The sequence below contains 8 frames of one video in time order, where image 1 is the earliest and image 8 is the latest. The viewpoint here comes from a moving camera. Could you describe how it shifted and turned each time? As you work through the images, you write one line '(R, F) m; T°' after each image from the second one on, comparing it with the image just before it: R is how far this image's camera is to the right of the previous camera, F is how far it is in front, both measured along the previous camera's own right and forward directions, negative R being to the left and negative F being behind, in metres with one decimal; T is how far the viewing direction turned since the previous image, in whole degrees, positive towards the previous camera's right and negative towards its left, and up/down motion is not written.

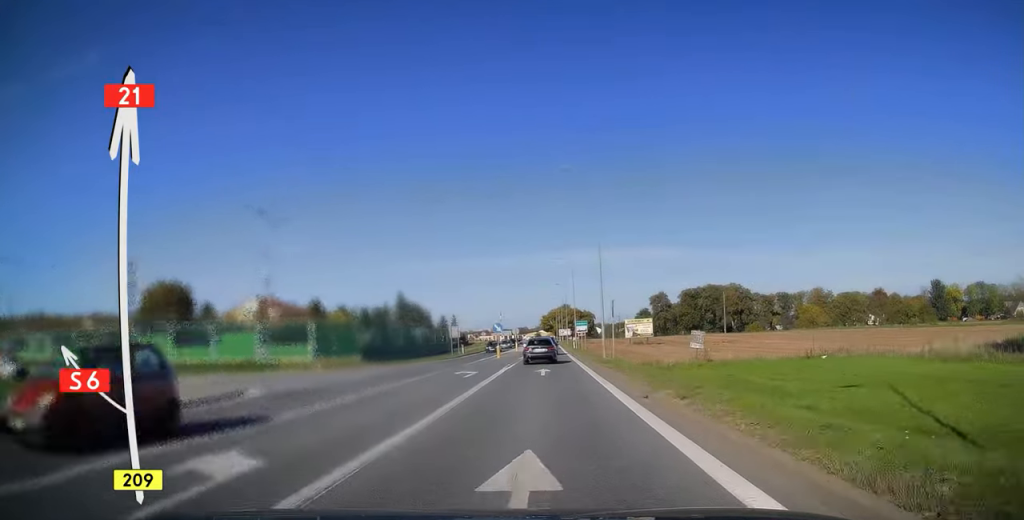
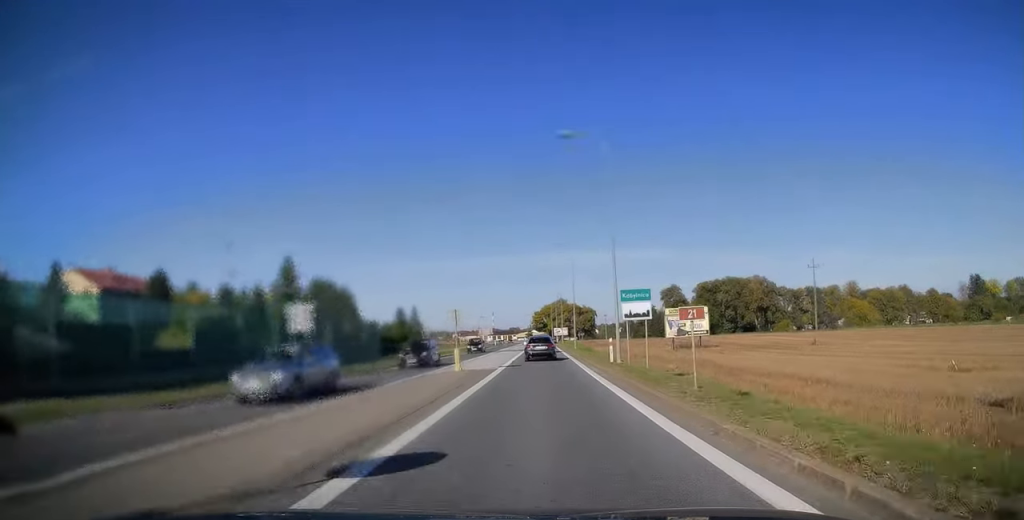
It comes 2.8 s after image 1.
(-0.1, +45.9) m; 0°
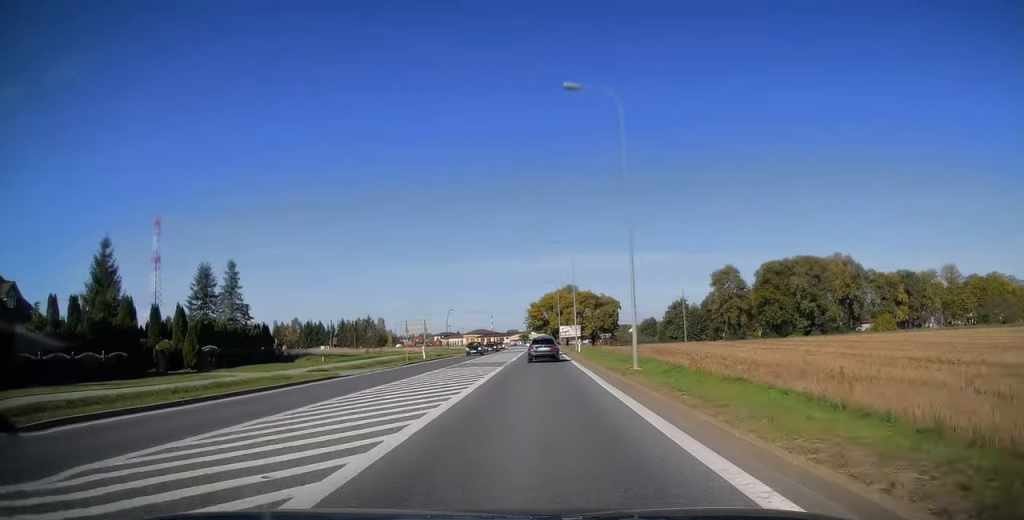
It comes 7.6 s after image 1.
(+0.2, +75.7) m; 0°
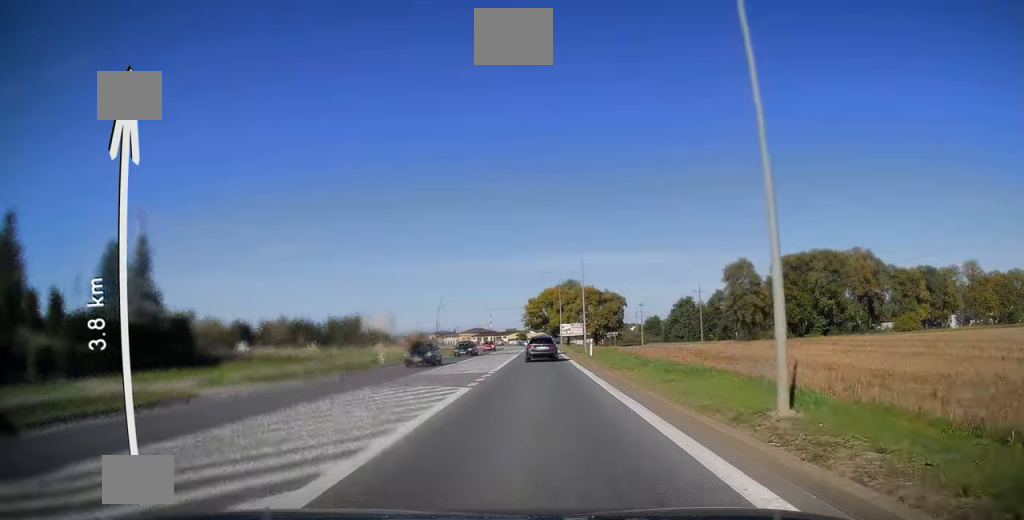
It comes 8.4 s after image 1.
(0.0, +12.8) m; 0°
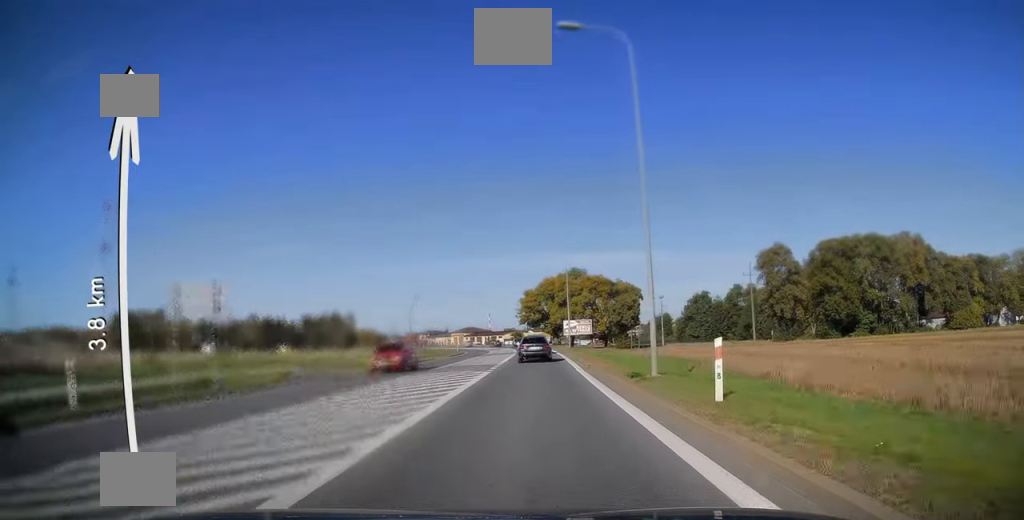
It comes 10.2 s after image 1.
(+0.1, +26.4) m; 0°
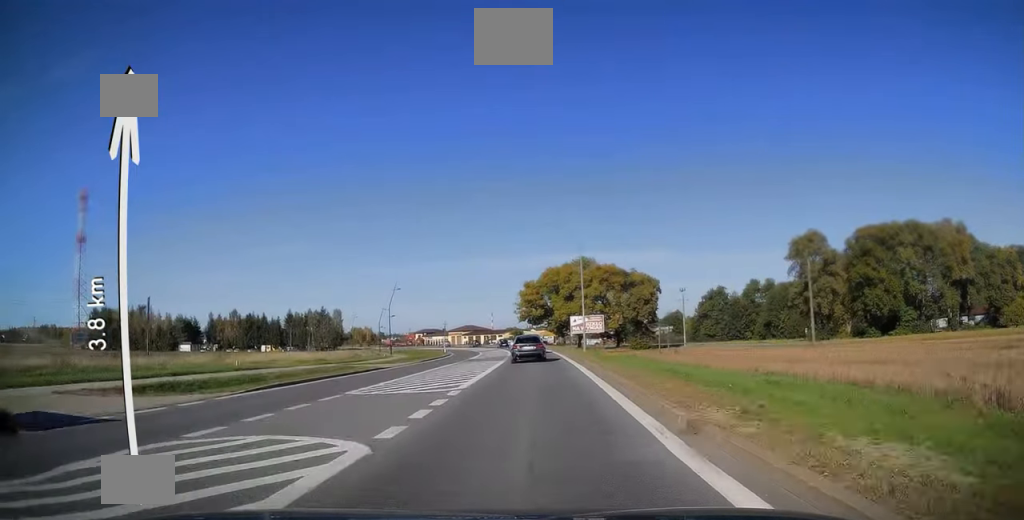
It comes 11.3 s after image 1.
(0.0, +17.0) m; 0°
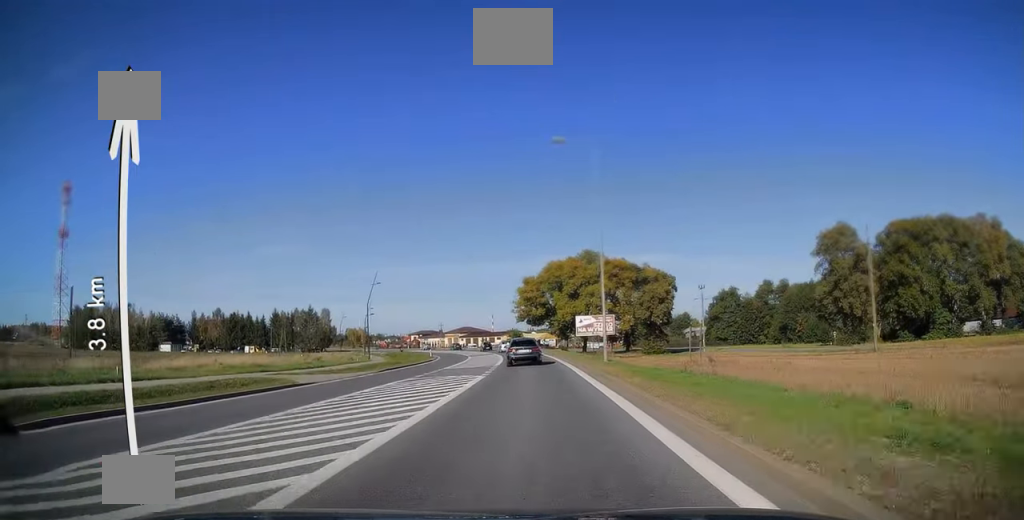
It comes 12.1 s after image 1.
(0.0, +12.4) m; 0°
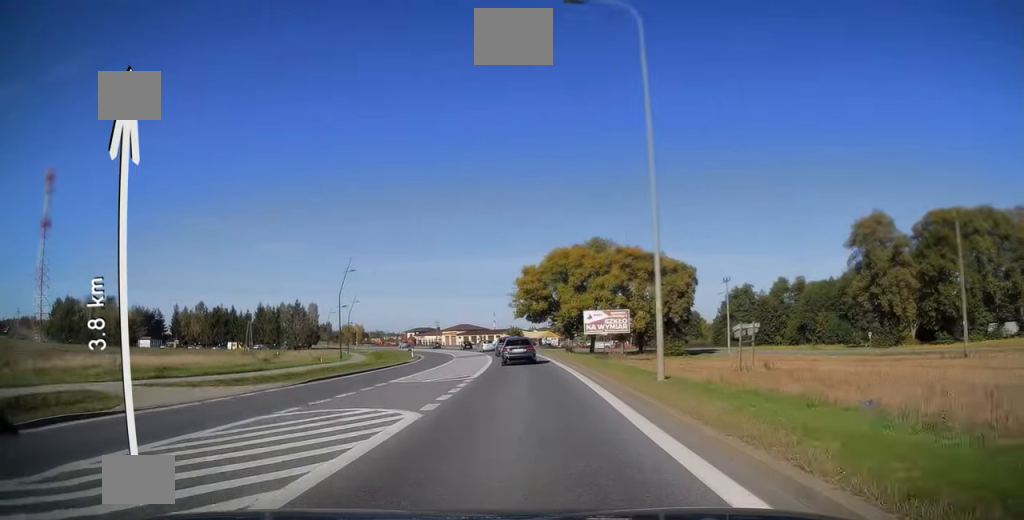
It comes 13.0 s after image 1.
(0.0, +12.3) m; -1°
